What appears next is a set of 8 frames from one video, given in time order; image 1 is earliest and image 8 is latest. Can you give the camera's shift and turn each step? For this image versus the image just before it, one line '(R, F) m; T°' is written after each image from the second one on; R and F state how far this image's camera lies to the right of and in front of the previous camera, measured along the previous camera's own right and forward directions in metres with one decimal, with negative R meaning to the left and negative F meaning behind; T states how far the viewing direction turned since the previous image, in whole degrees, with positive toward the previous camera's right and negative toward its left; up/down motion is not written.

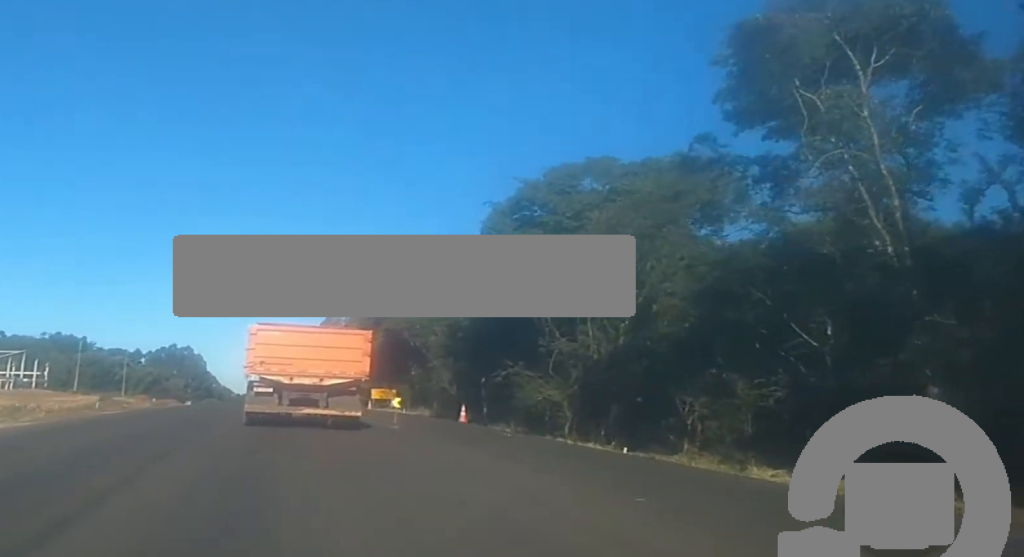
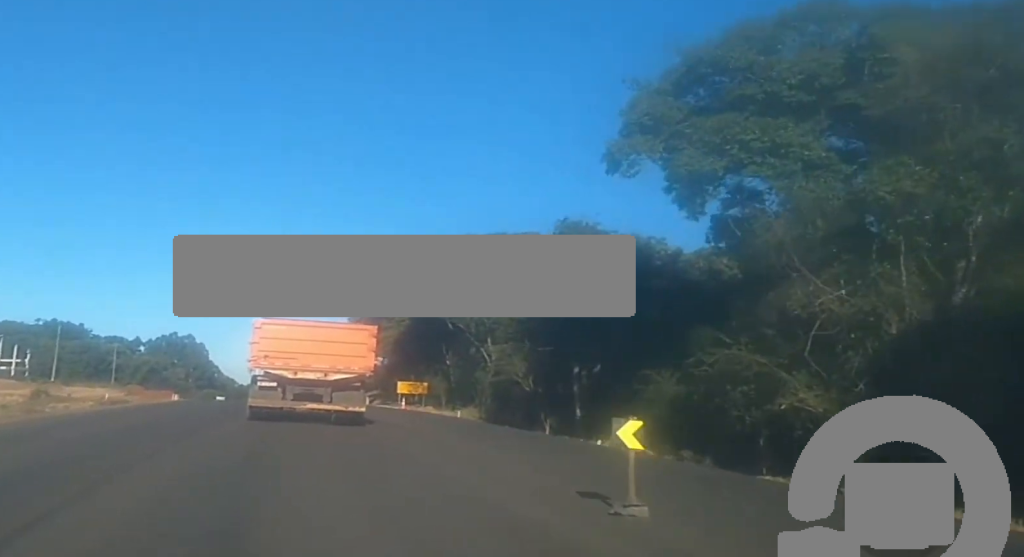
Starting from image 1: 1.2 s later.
(+0.4, +18.2) m; +1°
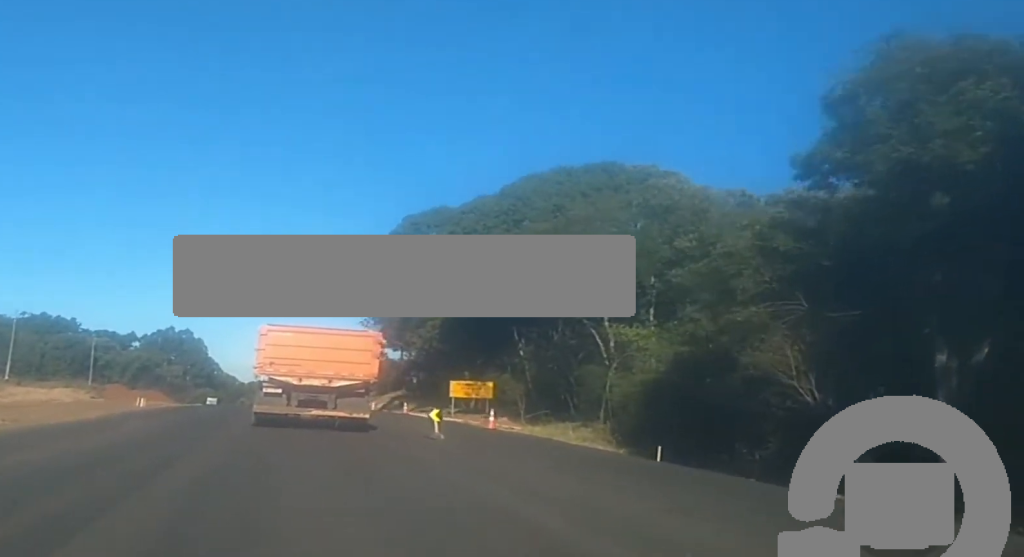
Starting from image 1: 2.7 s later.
(-0.4, +23.7) m; -1°
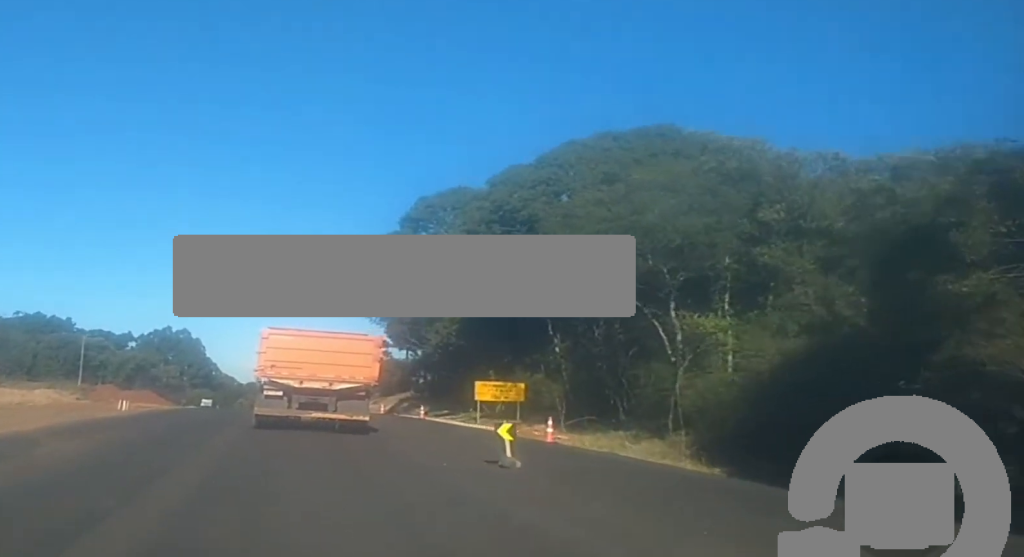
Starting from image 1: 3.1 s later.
(0.0, +7.4) m; 0°
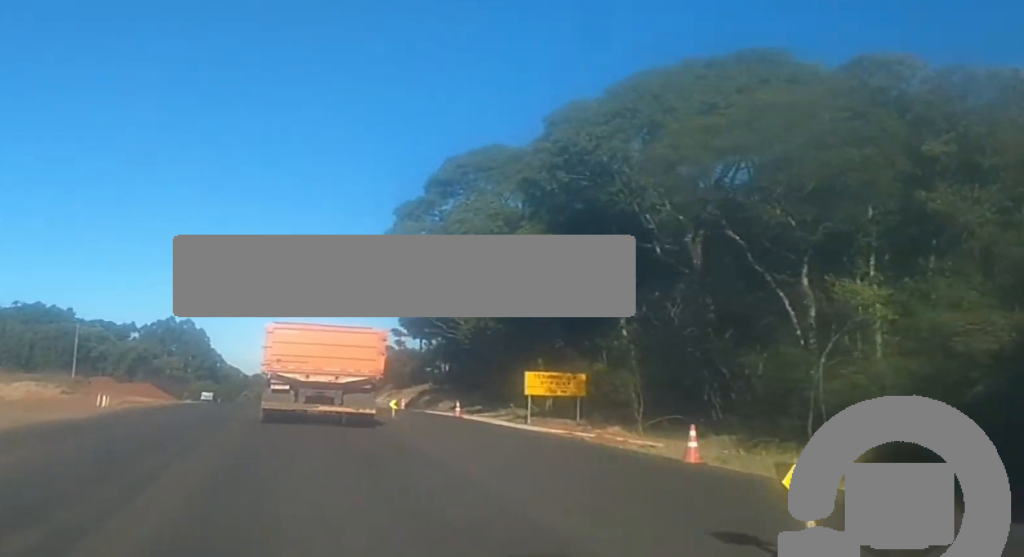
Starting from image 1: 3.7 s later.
(0.0, +9.0) m; 0°
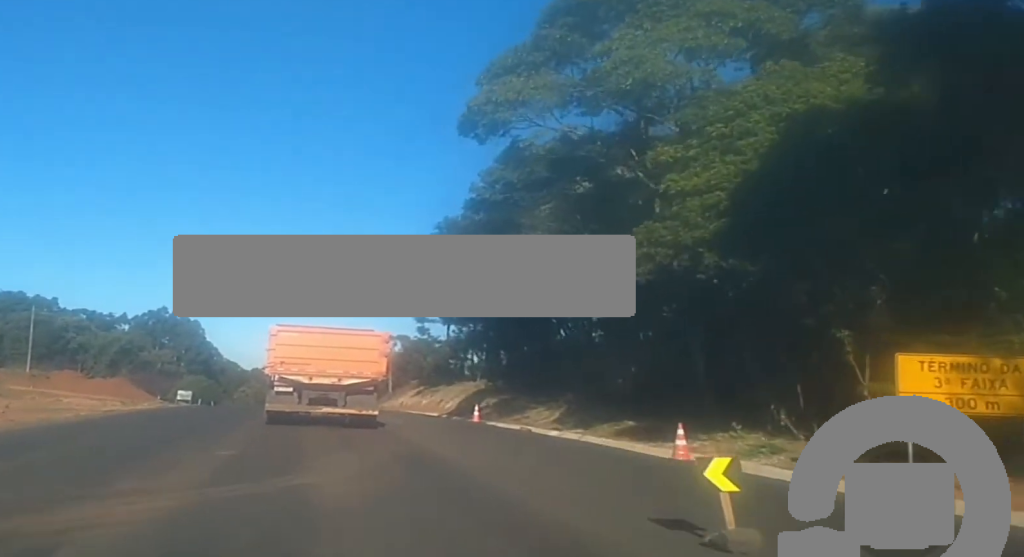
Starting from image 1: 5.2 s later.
(+0.2, +24.4) m; 0°
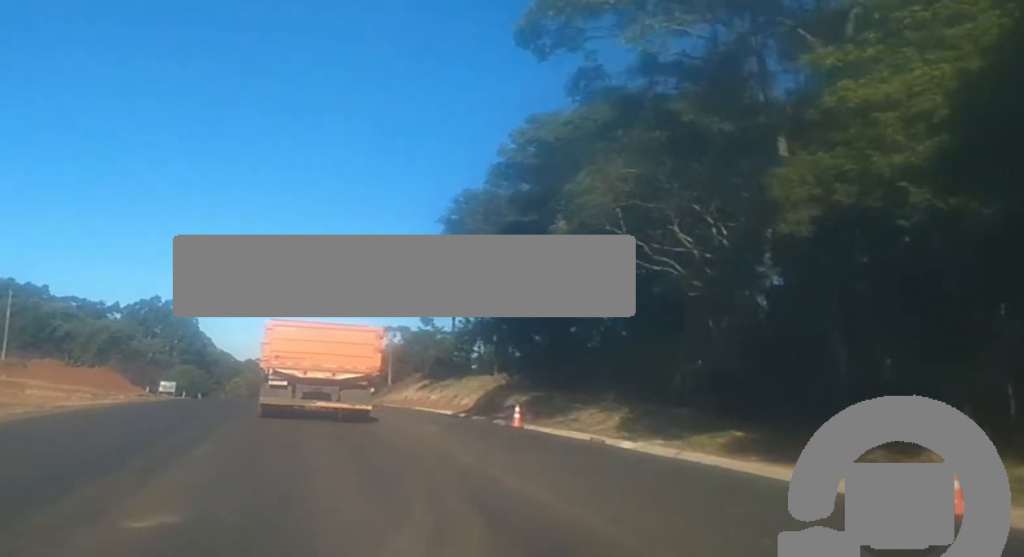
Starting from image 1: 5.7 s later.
(-0.1, +8.0) m; 0°
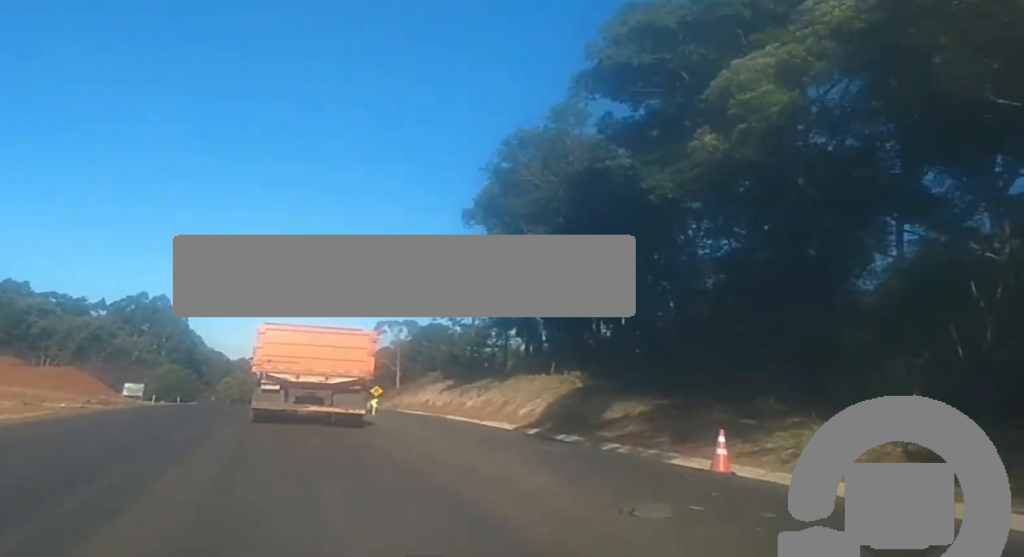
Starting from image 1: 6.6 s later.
(0.0, +14.3) m; 0°
